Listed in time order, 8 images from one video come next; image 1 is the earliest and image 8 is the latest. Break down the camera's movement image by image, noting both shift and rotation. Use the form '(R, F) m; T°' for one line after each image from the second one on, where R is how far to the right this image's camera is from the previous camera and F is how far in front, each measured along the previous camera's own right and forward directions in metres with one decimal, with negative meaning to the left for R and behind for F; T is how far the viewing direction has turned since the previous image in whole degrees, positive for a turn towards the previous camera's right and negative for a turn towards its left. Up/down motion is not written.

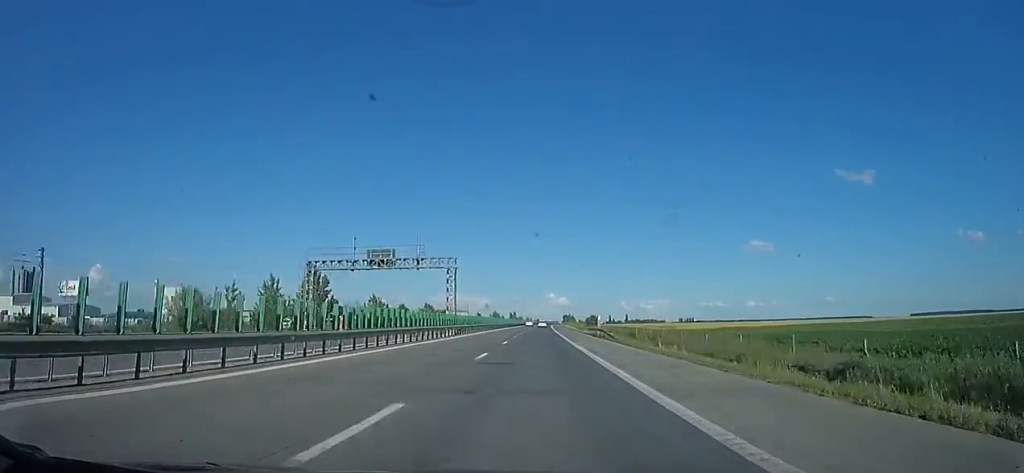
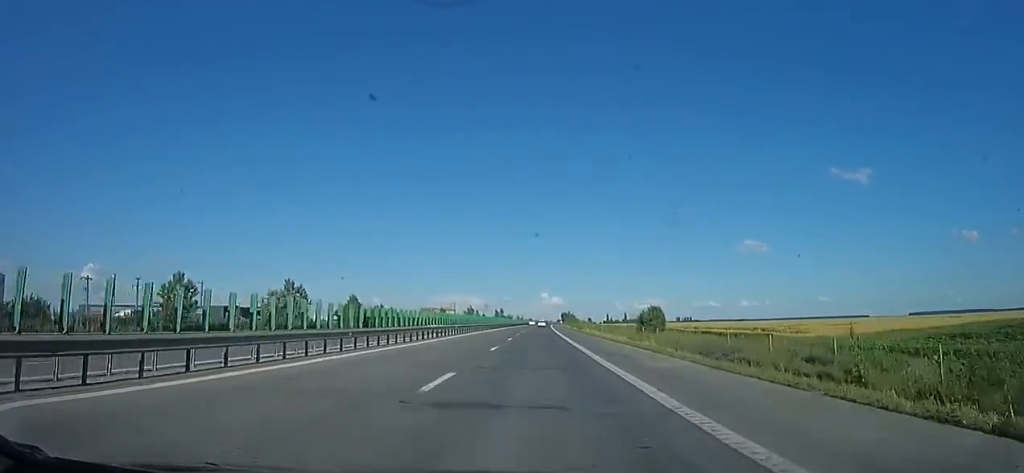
(+0.7, +67.0) m; 0°
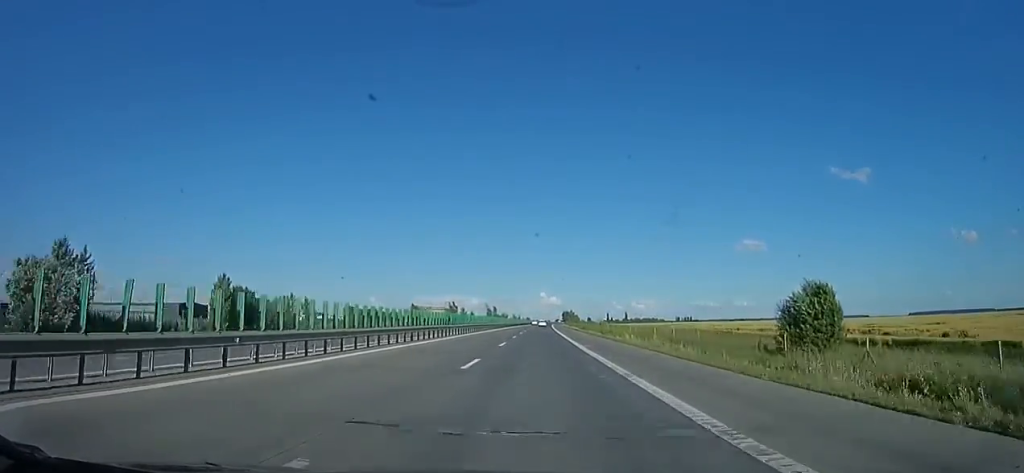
(-1.5, +31.5) m; 0°
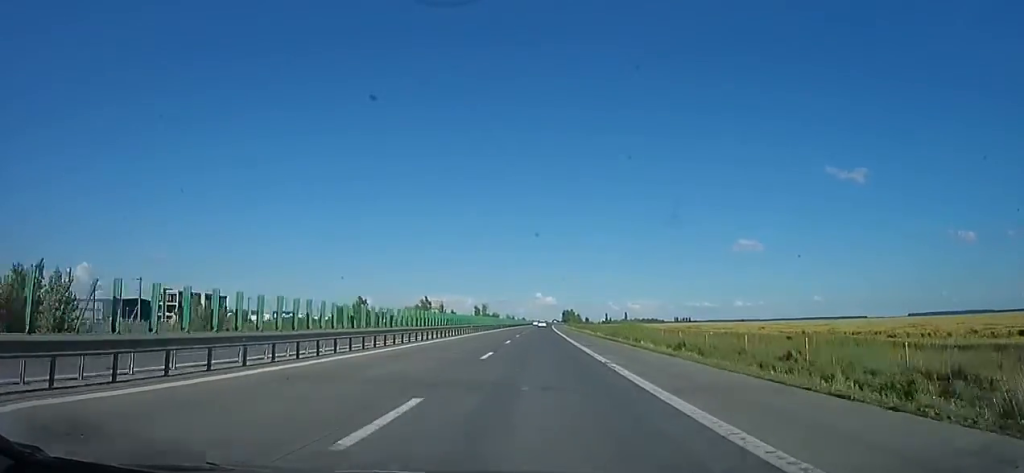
(+1.3, +32.2) m; +2°
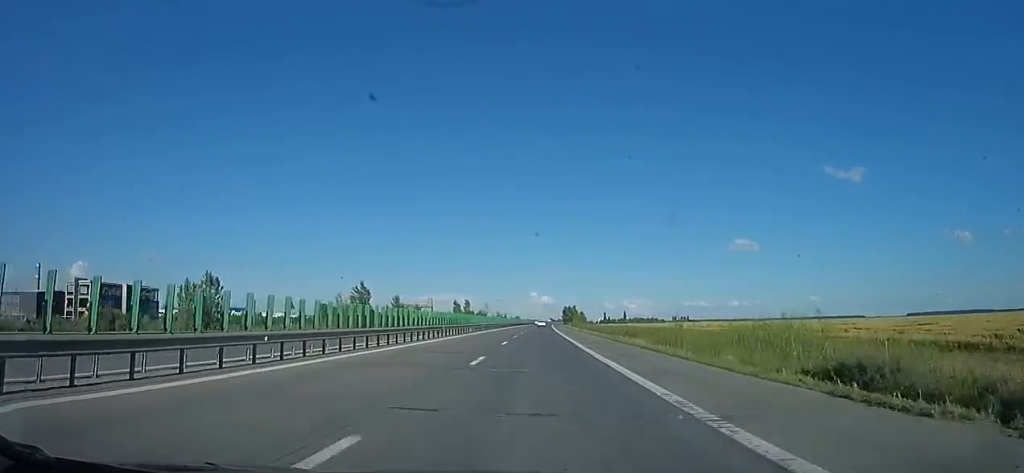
(+0.1, +38.7) m; 0°
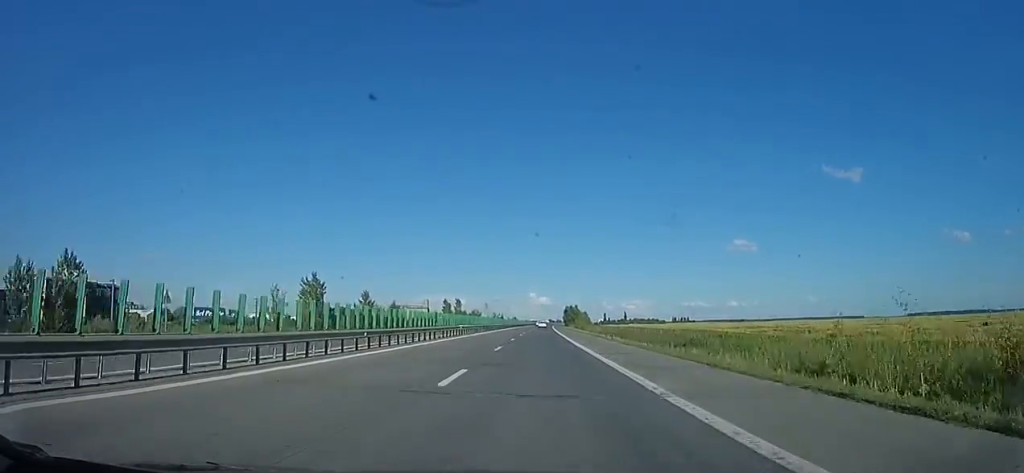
(0.0, +16.4) m; 0°
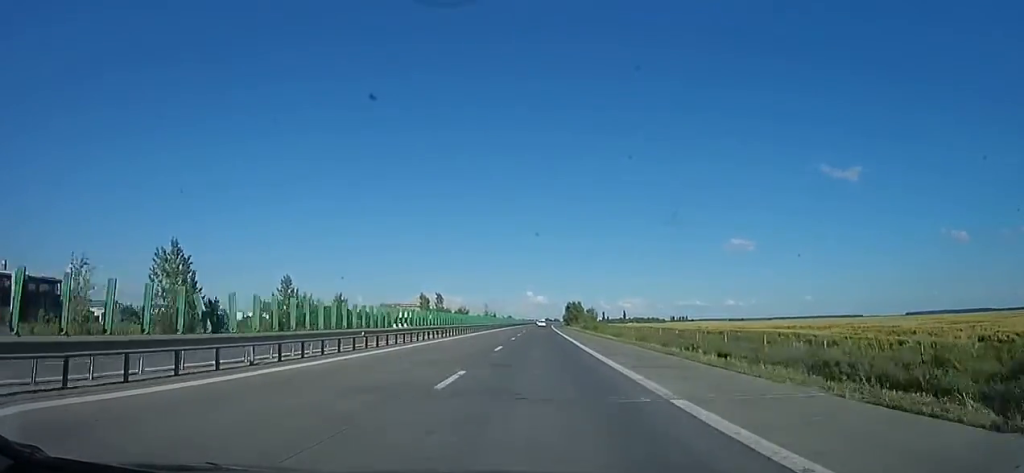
(+0.1, +24.2) m; 0°
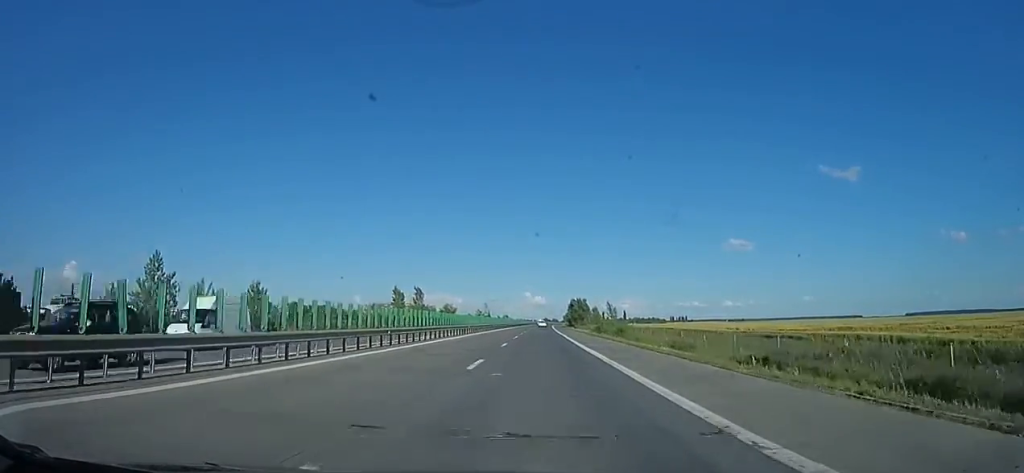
(+0.1, +20.5) m; 0°
